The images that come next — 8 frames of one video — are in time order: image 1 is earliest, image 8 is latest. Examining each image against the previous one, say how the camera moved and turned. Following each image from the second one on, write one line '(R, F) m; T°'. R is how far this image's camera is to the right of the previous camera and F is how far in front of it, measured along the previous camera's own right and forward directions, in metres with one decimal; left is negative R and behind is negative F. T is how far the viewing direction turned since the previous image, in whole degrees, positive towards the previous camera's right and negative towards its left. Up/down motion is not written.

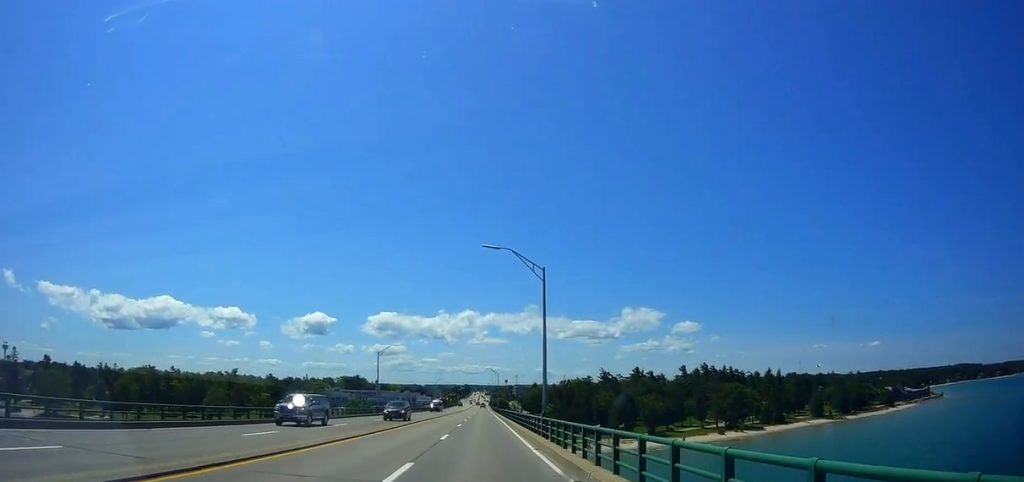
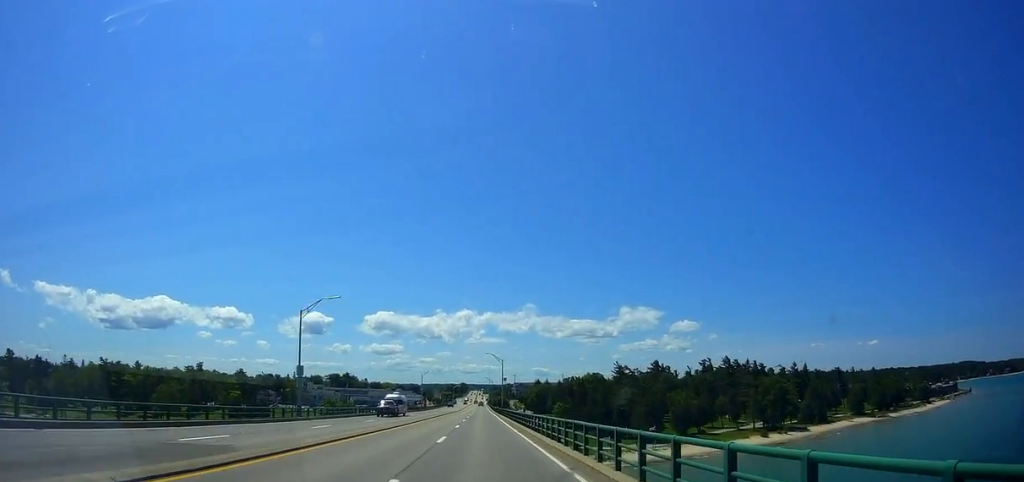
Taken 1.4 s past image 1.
(-0.6, +33.7) m; -1°
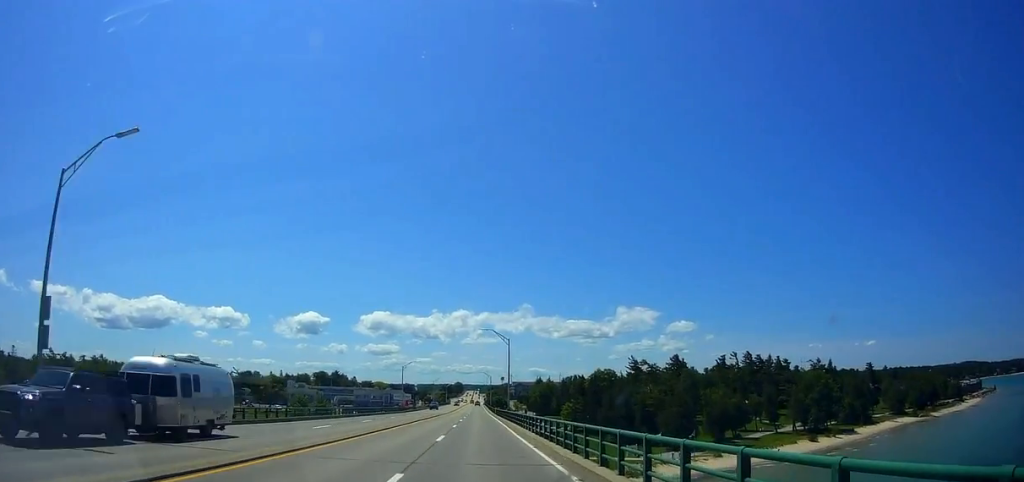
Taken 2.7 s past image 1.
(+0.7, +29.1) m; +1°
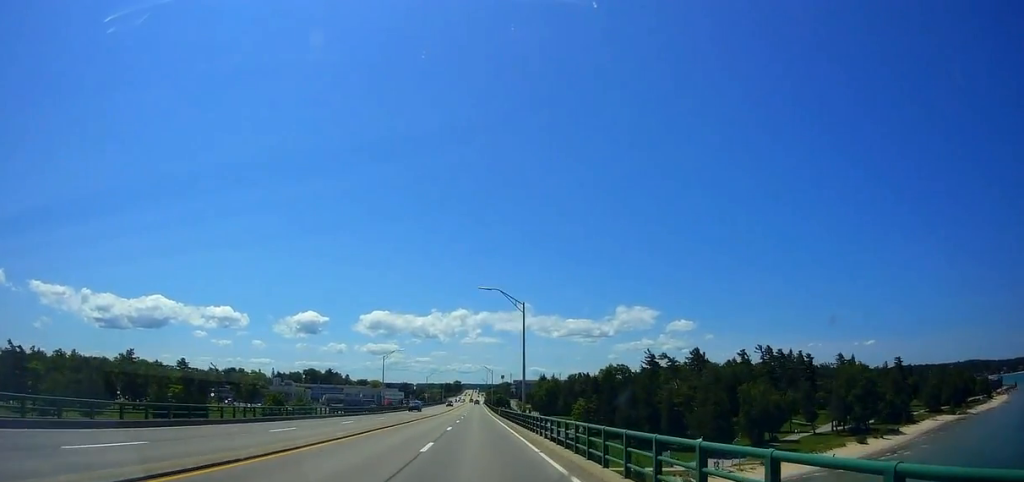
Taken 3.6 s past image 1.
(0.0, +21.2) m; 0°
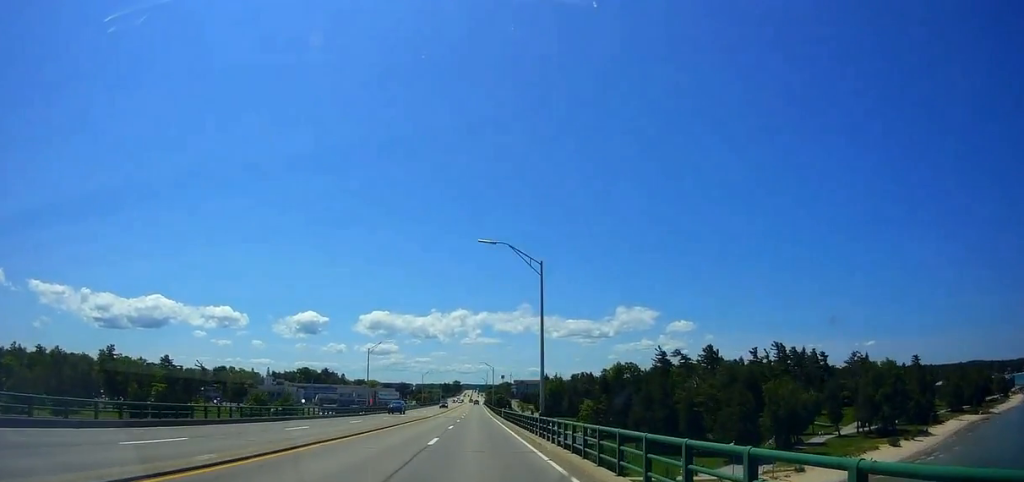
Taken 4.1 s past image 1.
(0.0, +11.7) m; 0°
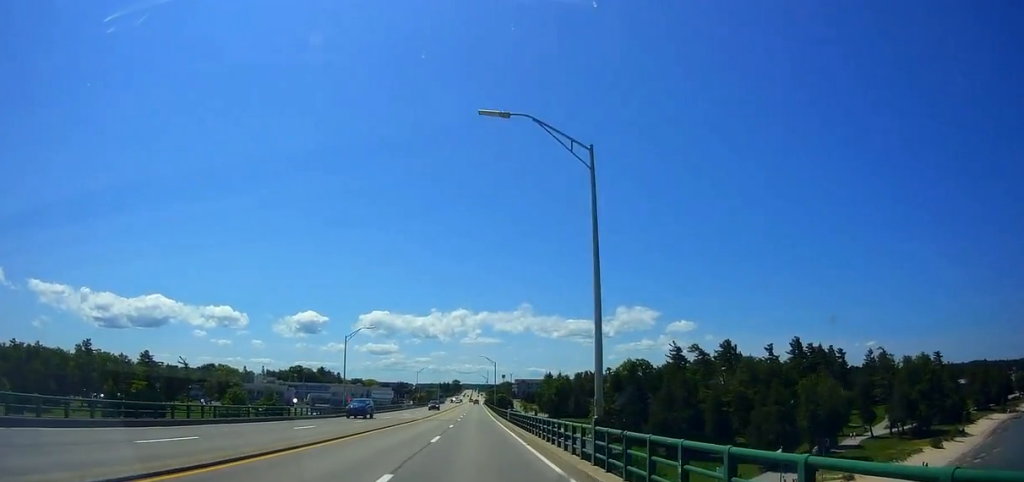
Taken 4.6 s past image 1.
(0.0, +13.3) m; 0°
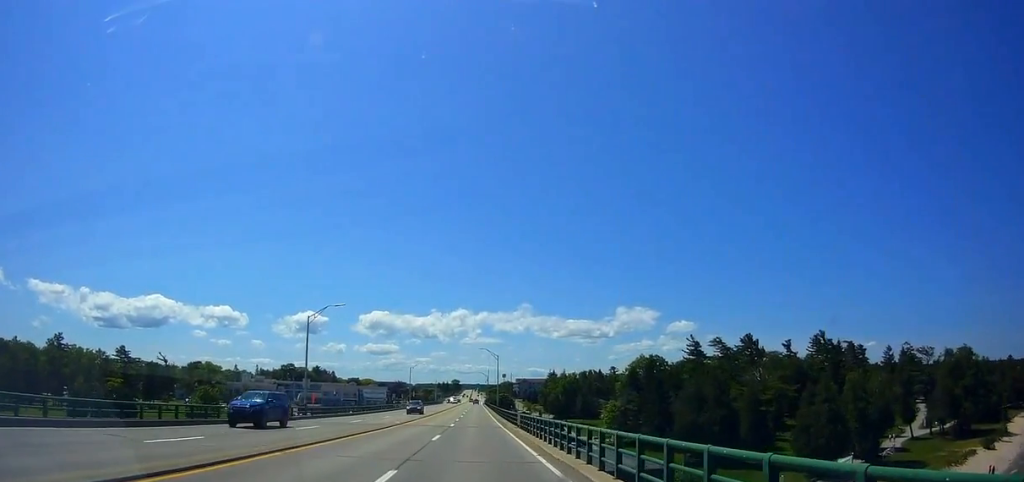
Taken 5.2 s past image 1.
(-0.1, +14.1) m; 0°
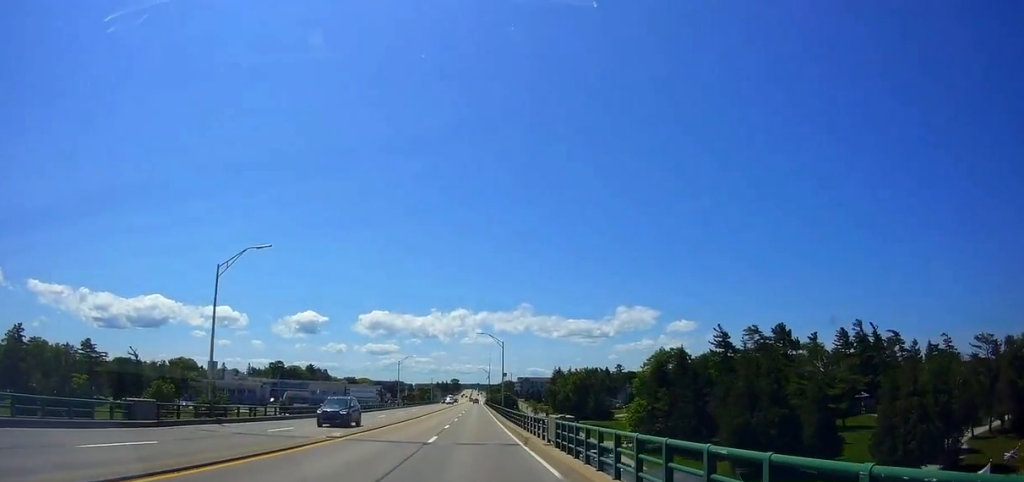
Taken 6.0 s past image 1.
(0.0, +18.0) m; 0°
